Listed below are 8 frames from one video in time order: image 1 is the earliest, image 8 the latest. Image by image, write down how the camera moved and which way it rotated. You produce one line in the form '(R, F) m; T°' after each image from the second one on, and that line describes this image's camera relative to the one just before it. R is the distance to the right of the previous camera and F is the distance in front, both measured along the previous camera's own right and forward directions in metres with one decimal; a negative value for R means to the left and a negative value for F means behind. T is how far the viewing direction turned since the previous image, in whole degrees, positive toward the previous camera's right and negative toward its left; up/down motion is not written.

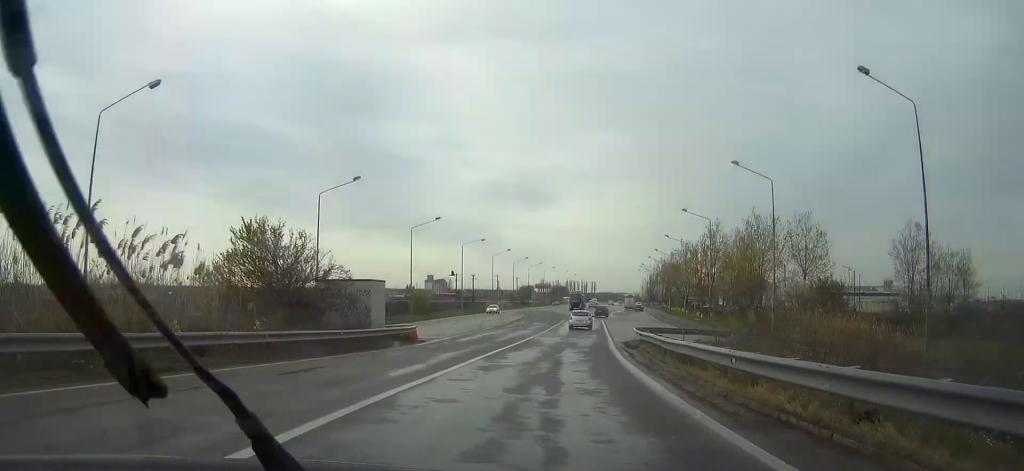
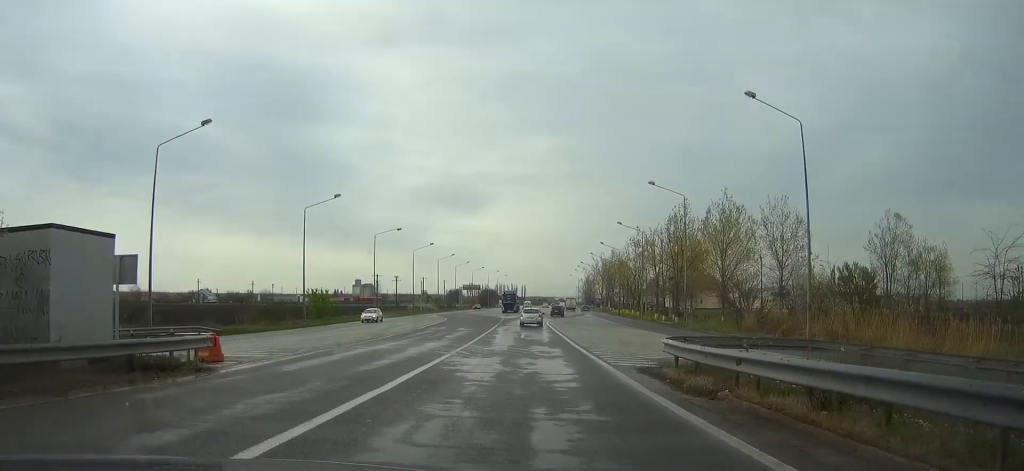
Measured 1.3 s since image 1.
(+0.9, +19.2) m; +4°
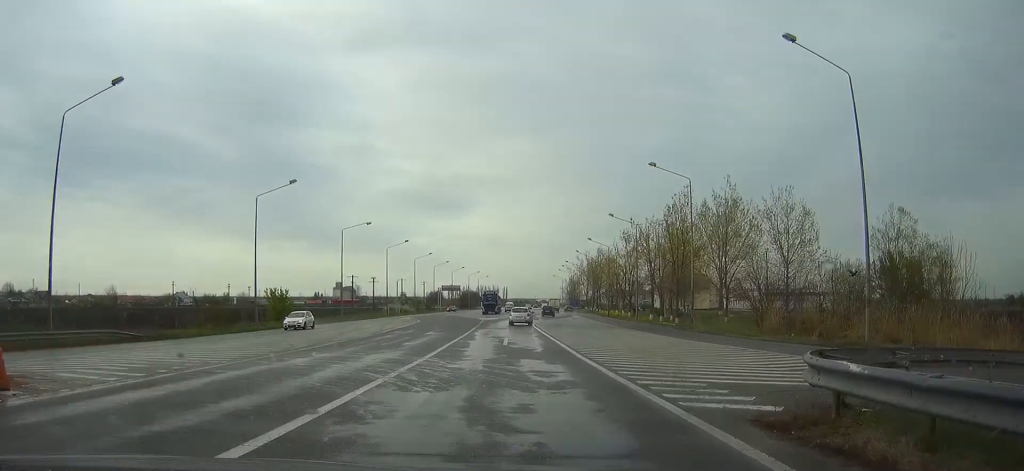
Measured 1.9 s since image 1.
(+0.1, +9.0) m; +1°
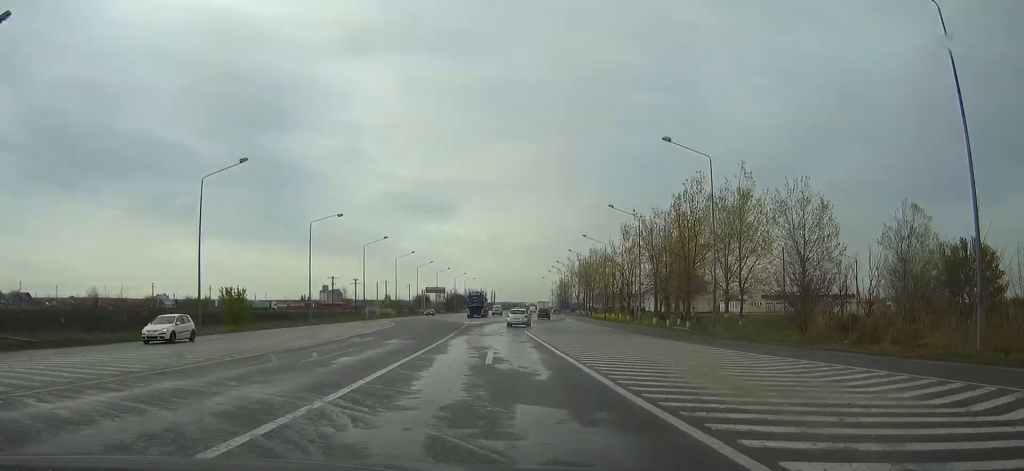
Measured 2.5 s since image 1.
(+0.2, +9.4) m; +1°
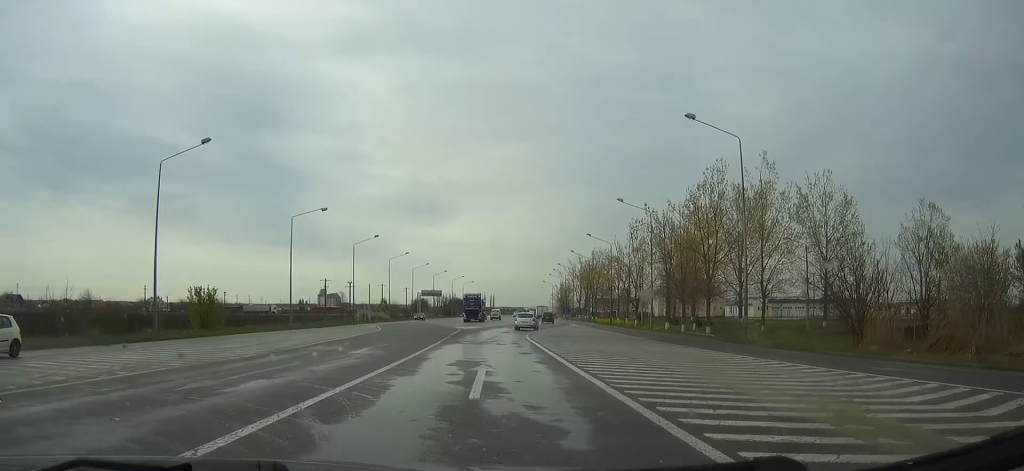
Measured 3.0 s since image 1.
(0.0, +6.8) m; 0°
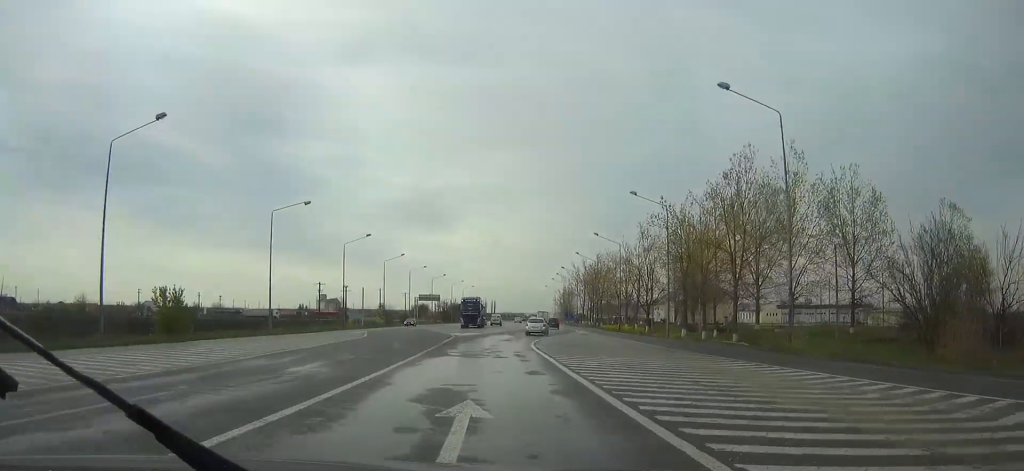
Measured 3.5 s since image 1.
(0.0, +6.6) m; 0°
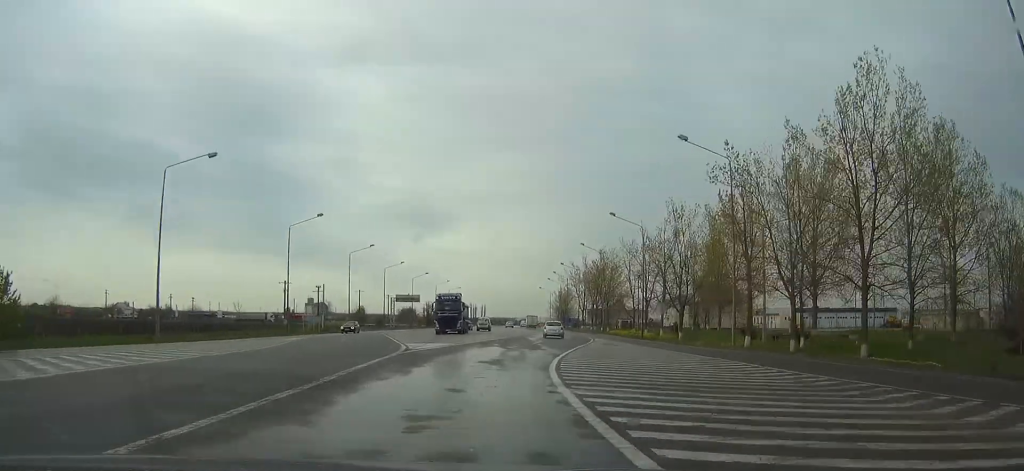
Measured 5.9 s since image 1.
(+0.3, +29.7) m; +2°
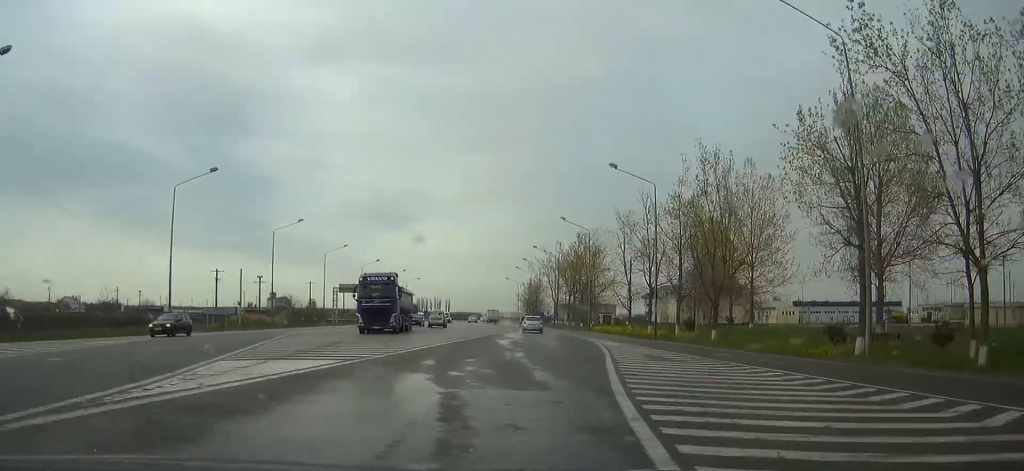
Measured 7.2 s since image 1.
(+0.4, +16.3) m; +3°
